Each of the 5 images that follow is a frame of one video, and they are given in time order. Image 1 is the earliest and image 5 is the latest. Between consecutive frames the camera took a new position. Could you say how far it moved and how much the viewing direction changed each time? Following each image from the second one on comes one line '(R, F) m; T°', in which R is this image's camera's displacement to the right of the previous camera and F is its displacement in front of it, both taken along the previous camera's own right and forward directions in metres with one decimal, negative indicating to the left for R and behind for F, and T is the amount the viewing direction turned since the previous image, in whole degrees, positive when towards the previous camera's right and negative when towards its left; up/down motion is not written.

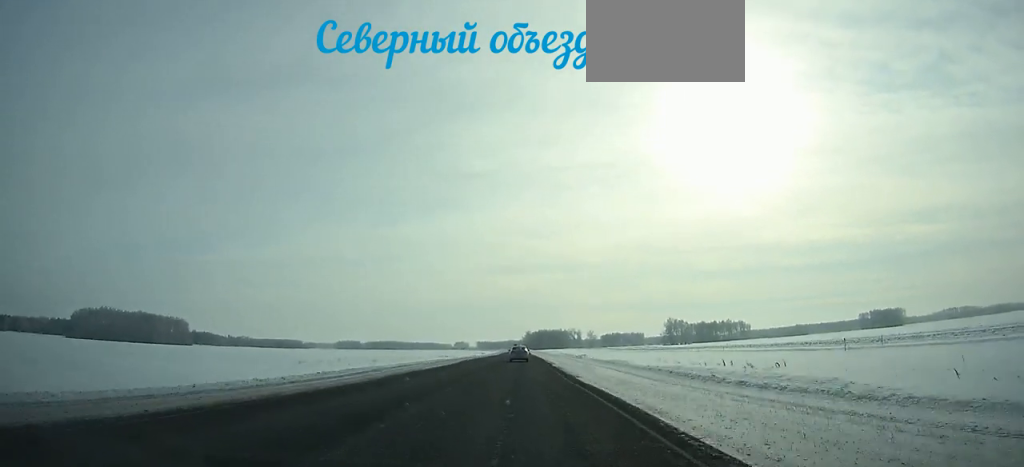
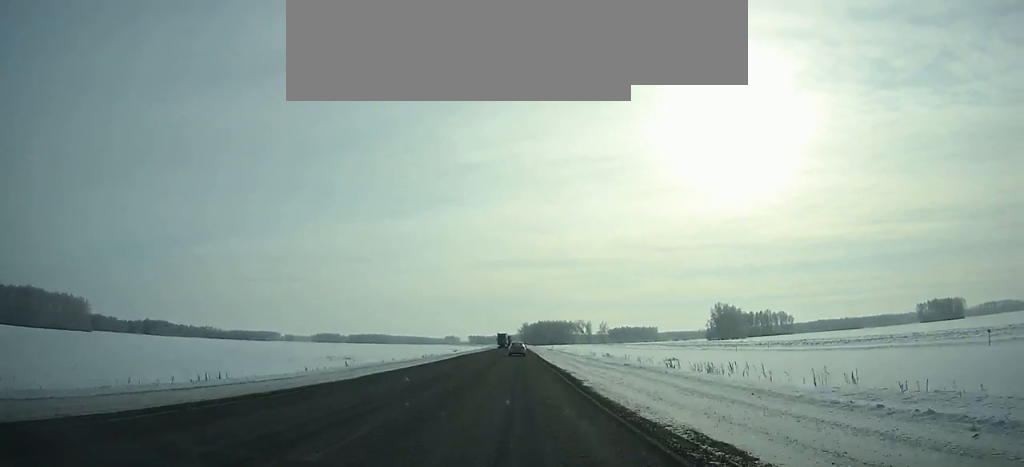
(-0.1, +123.0) m; 0°
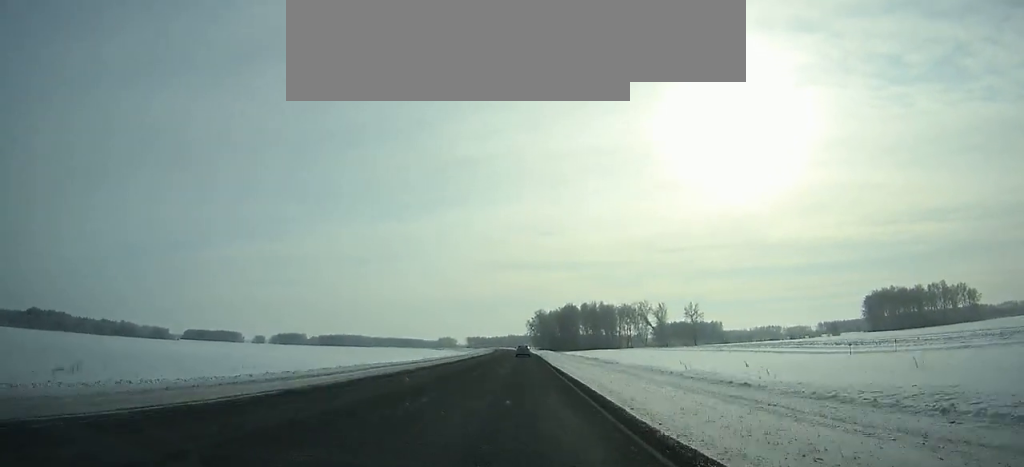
(-1.1, +243.5) m; -1°
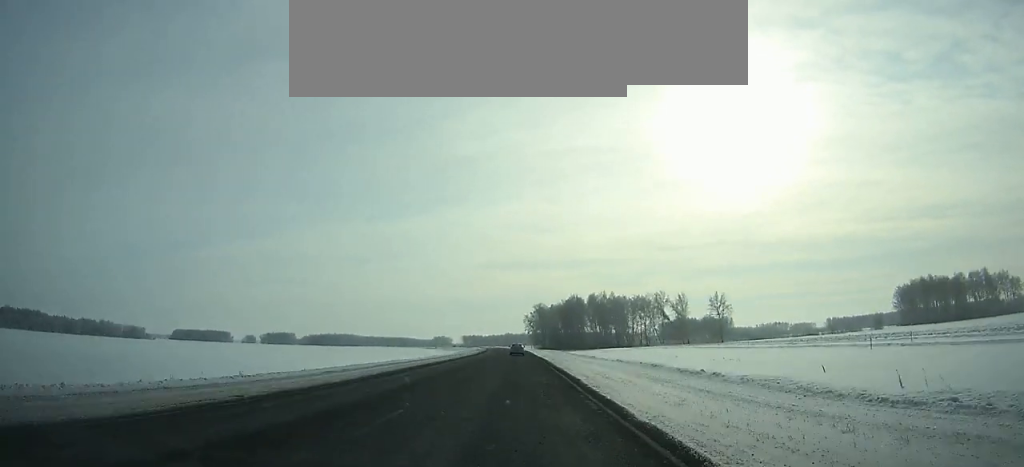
(-0.1, +37.5) m; 0°
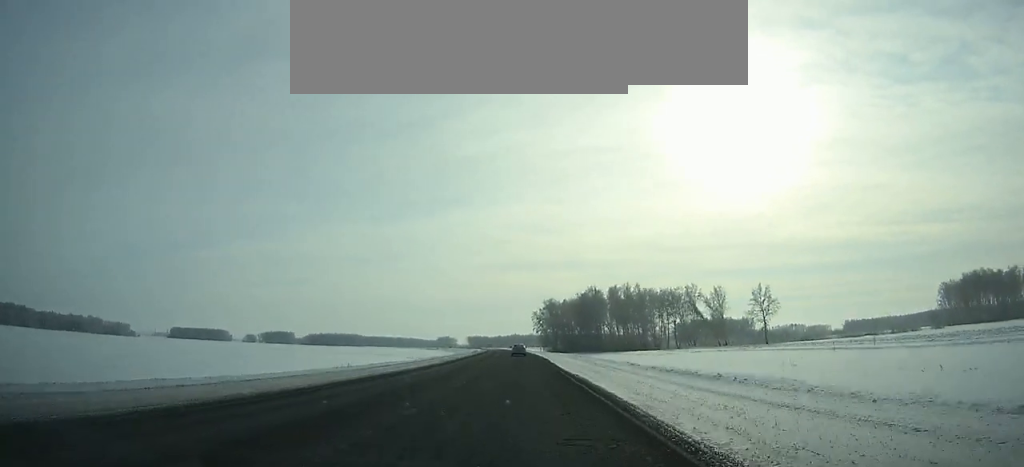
(-0.1, +34.6) m; -1°
